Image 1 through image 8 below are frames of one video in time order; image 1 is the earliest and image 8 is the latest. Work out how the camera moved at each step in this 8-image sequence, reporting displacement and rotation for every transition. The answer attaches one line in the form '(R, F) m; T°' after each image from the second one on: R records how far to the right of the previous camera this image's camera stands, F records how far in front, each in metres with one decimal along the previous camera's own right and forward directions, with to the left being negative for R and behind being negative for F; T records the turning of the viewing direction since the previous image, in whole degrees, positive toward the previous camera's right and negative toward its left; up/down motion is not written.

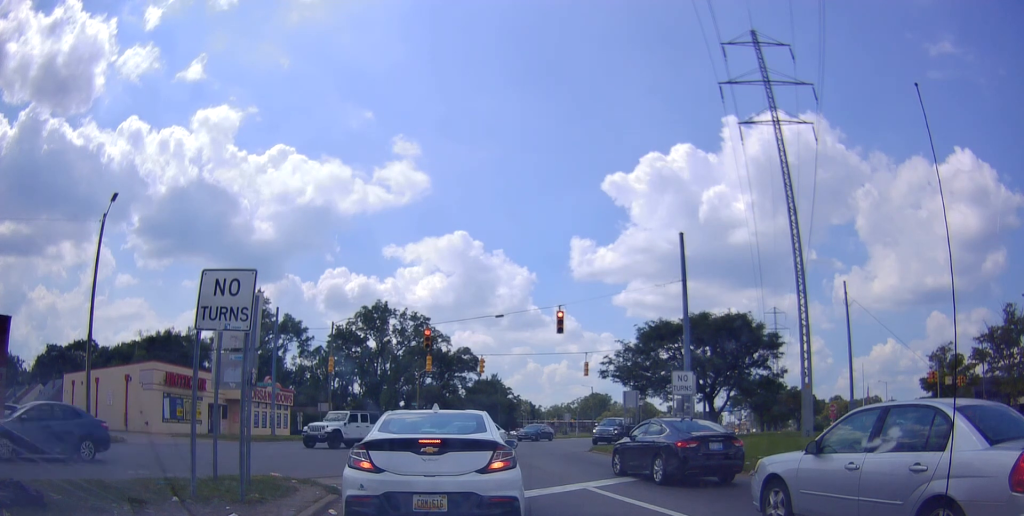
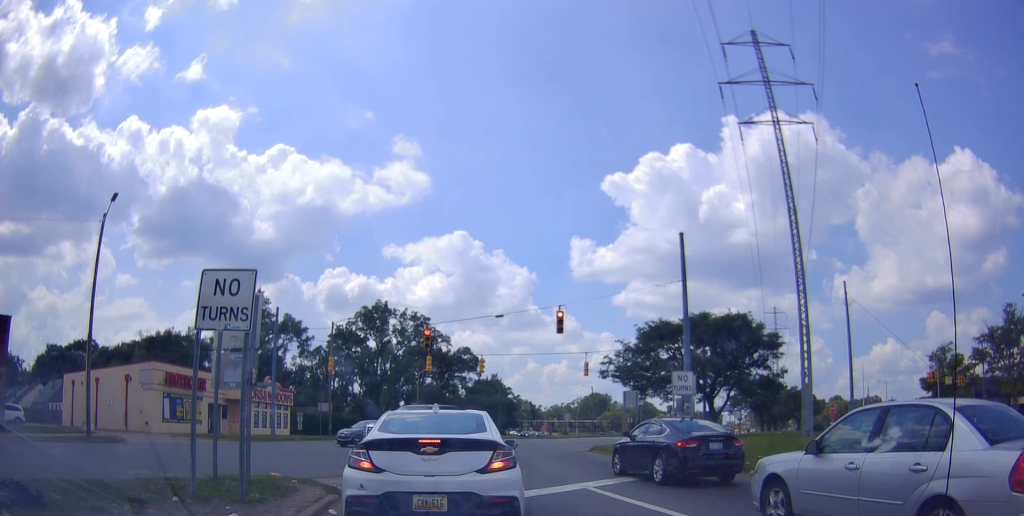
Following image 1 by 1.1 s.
(0.0, 0.0) m; 0°
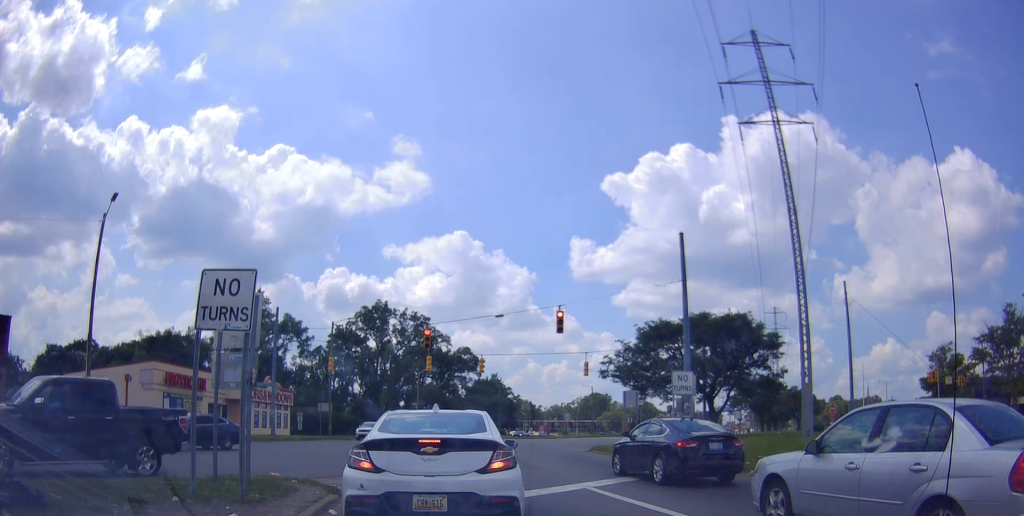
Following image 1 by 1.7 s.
(0.0, 0.0) m; 0°
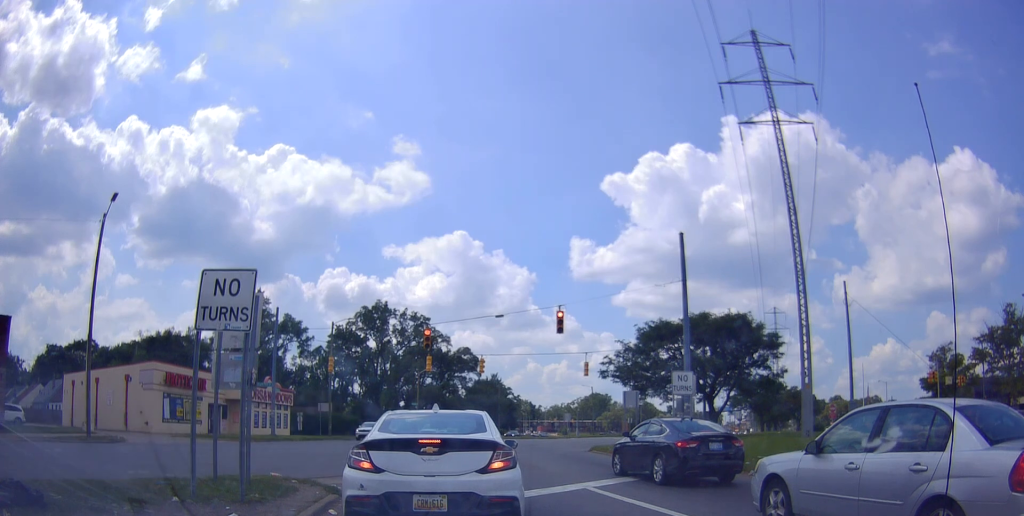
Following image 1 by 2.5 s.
(0.0, 0.0) m; 0°
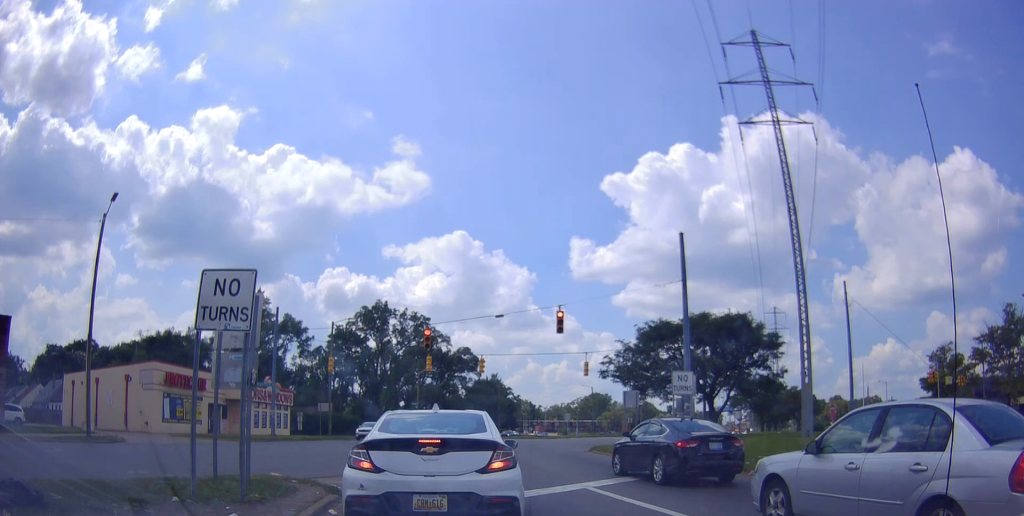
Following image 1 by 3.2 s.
(0.0, 0.0) m; 0°
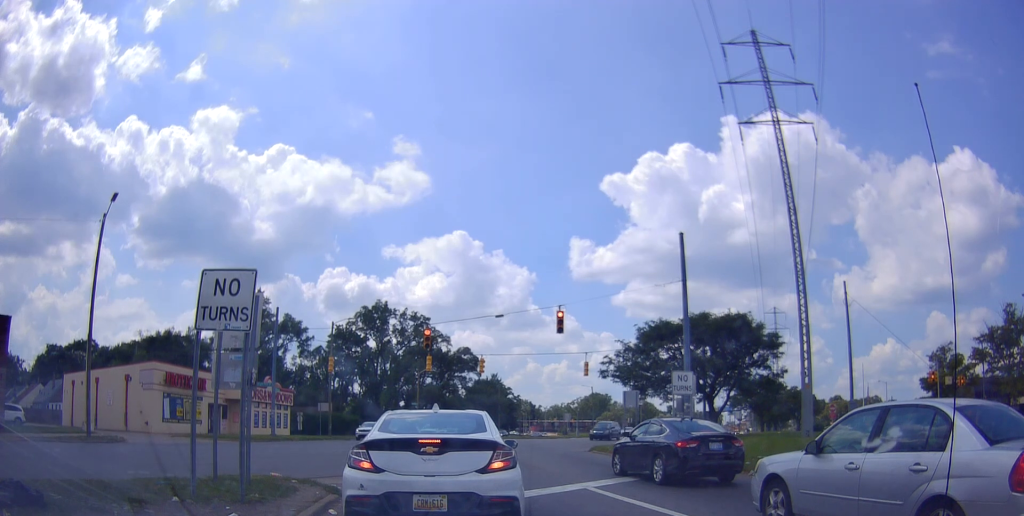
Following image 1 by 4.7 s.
(0.0, 0.0) m; 0°
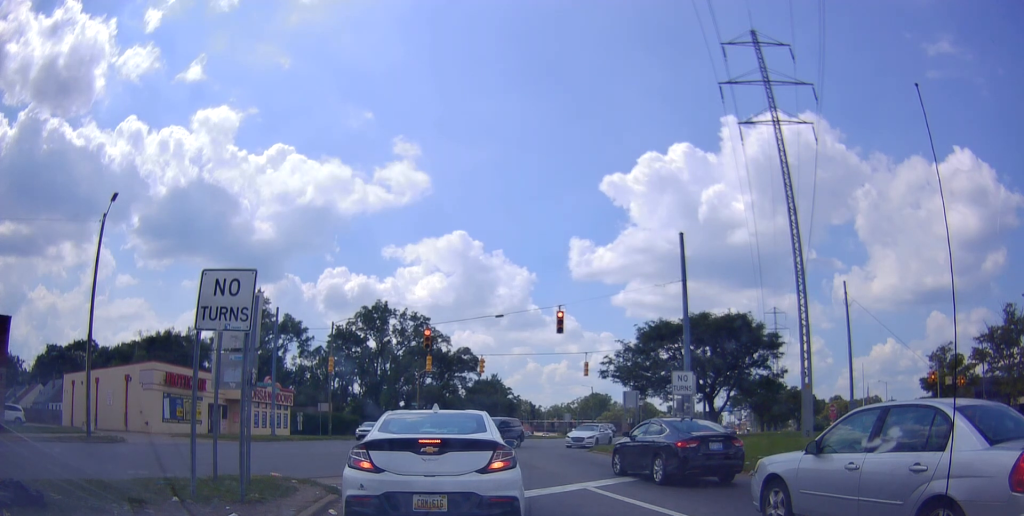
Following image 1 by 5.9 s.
(0.0, 0.0) m; 0°
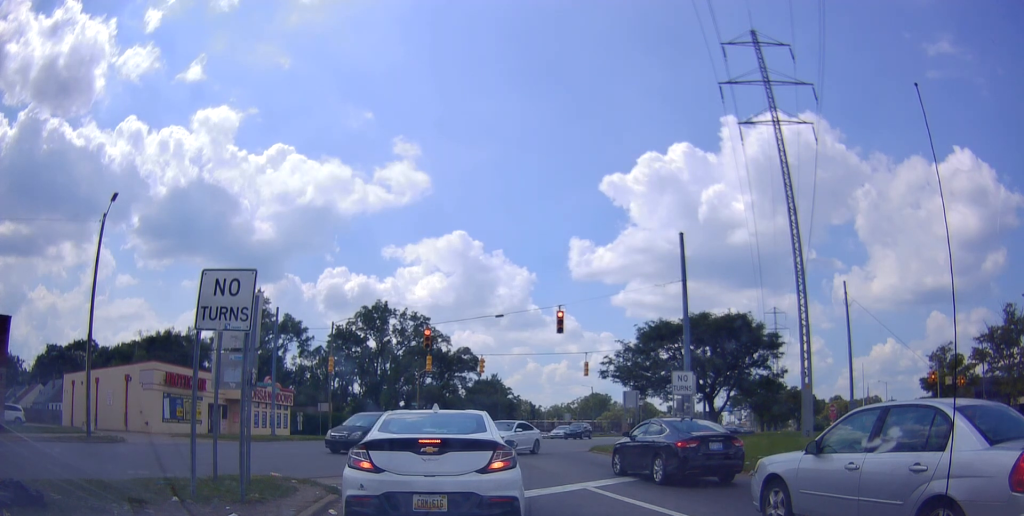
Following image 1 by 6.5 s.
(0.0, 0.0) m; 0°
